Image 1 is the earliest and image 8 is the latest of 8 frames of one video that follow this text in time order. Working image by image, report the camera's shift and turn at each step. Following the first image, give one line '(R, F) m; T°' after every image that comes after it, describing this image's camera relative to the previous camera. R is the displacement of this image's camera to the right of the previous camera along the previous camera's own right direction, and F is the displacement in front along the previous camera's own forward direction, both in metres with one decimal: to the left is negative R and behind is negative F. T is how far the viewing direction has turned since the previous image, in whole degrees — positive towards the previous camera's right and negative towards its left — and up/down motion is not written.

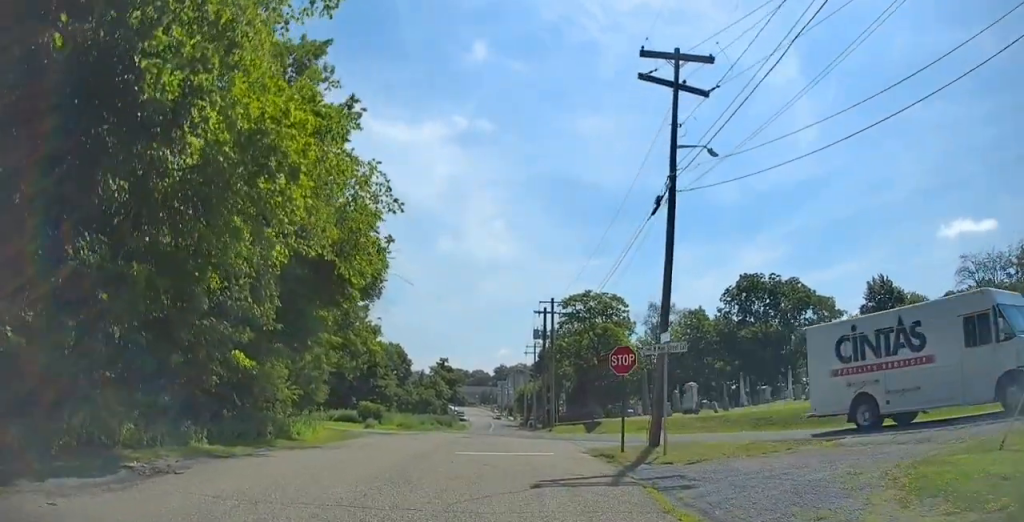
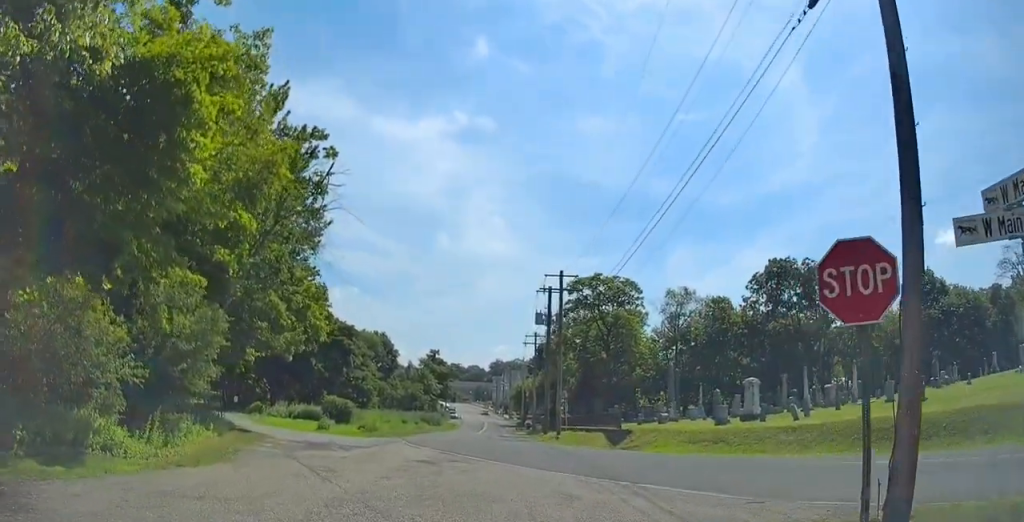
(+0.2, +13.5) m; +4°
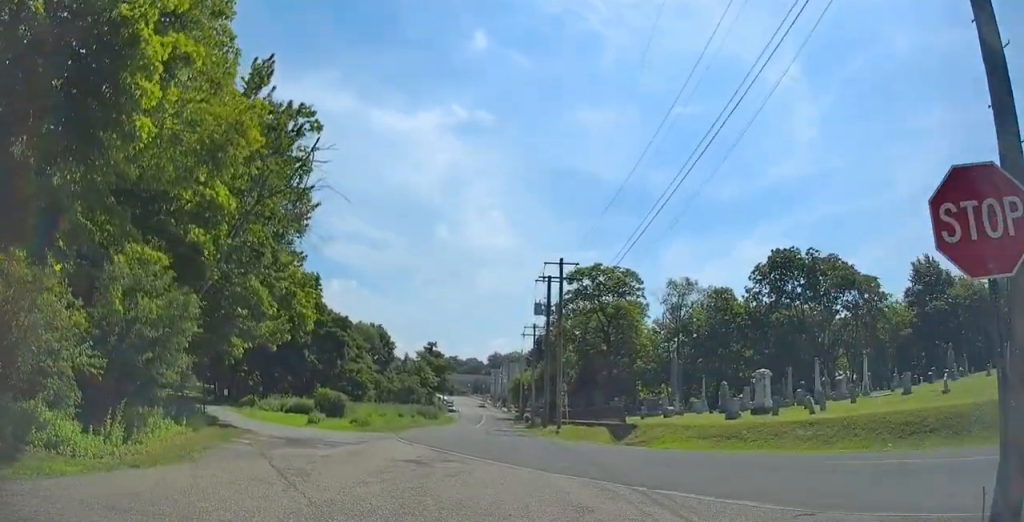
(+0.1, +2.6) m; +2°
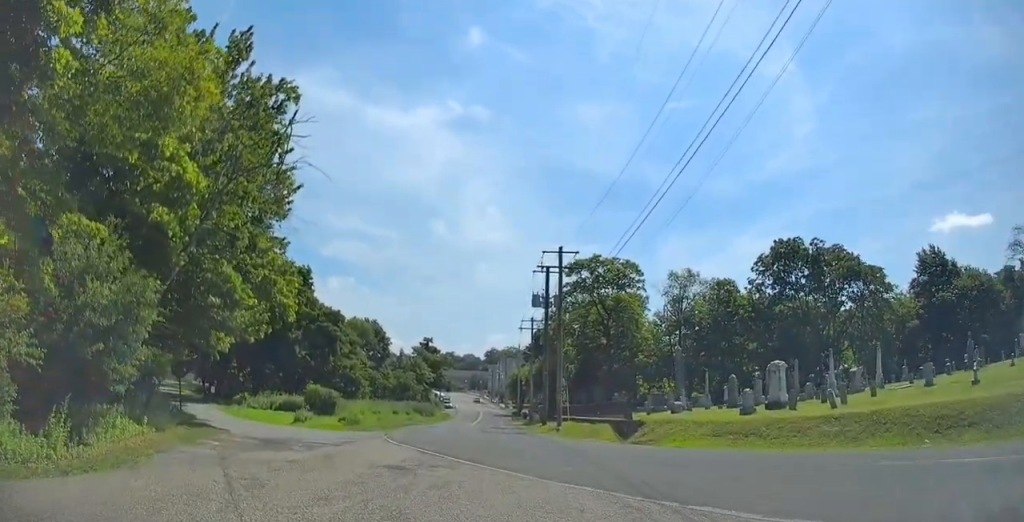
(0.0, +2.9) m; 0°
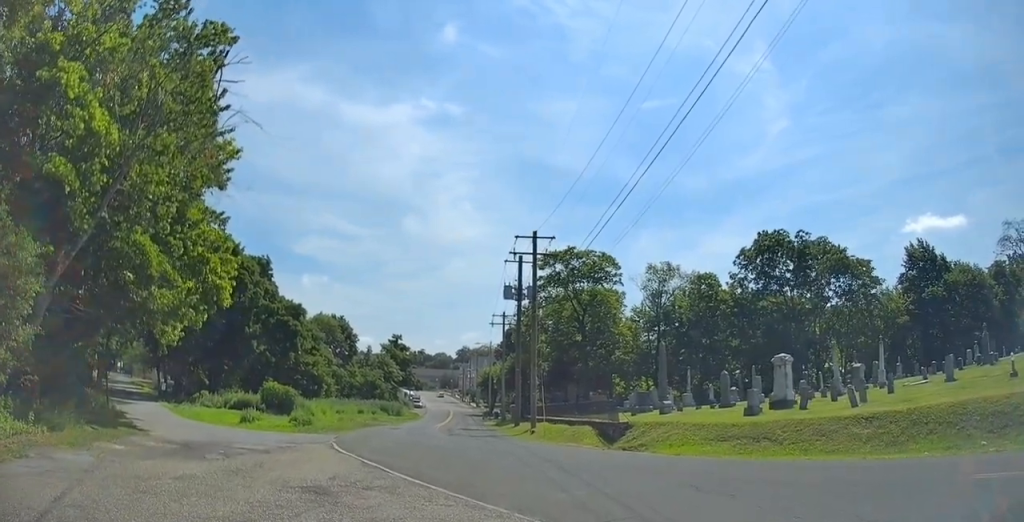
(0.0, +5.3) m; 0°
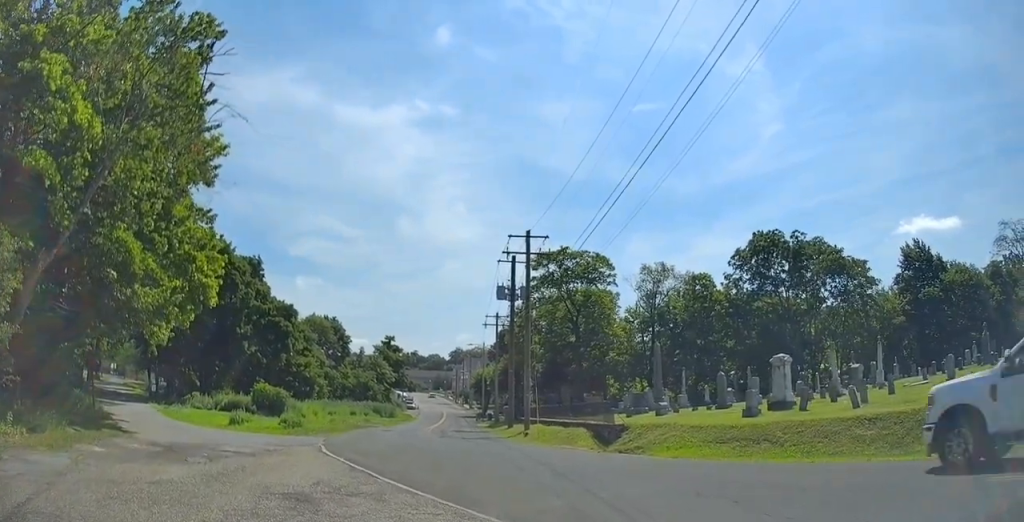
(0.0, +0.9) m; 0°
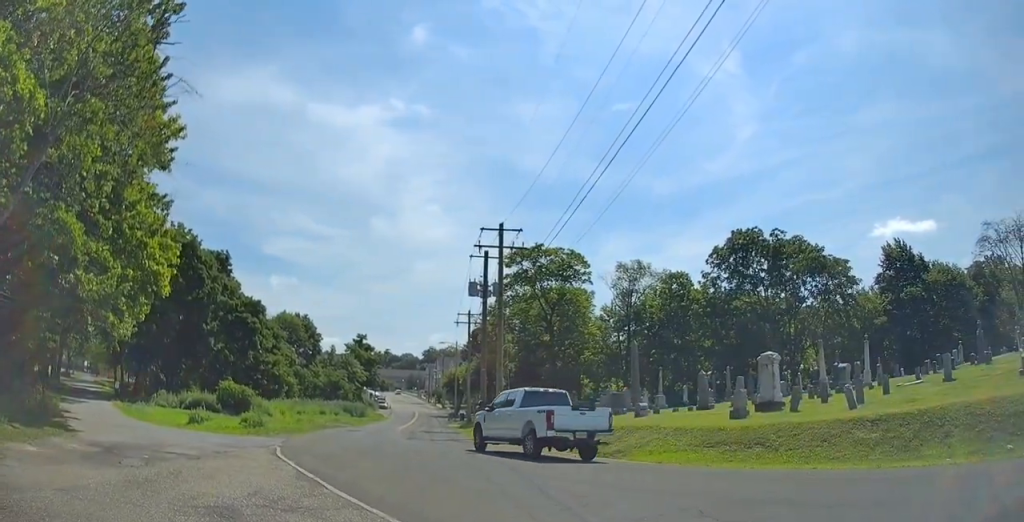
(0.0, +1.7) m; 0°
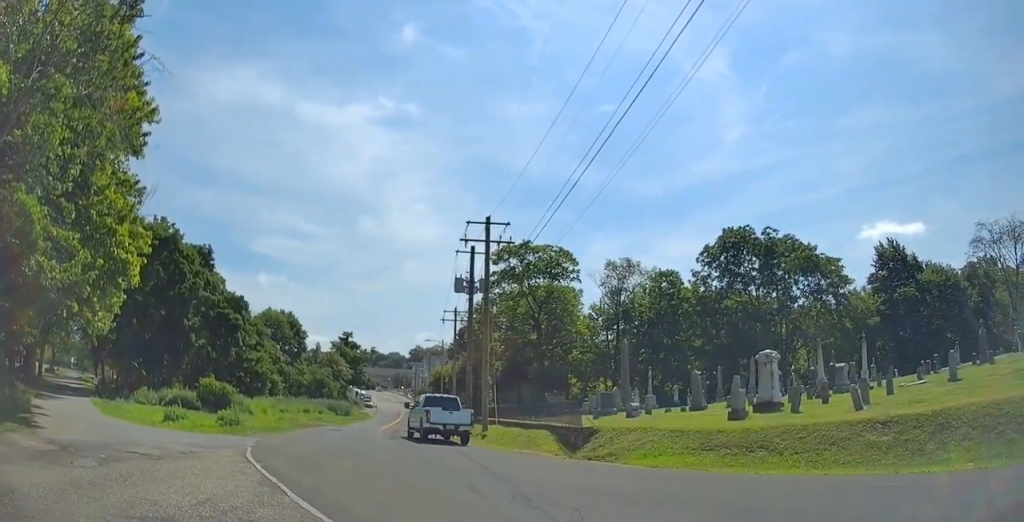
(0.0, +0.9) m; 0°
